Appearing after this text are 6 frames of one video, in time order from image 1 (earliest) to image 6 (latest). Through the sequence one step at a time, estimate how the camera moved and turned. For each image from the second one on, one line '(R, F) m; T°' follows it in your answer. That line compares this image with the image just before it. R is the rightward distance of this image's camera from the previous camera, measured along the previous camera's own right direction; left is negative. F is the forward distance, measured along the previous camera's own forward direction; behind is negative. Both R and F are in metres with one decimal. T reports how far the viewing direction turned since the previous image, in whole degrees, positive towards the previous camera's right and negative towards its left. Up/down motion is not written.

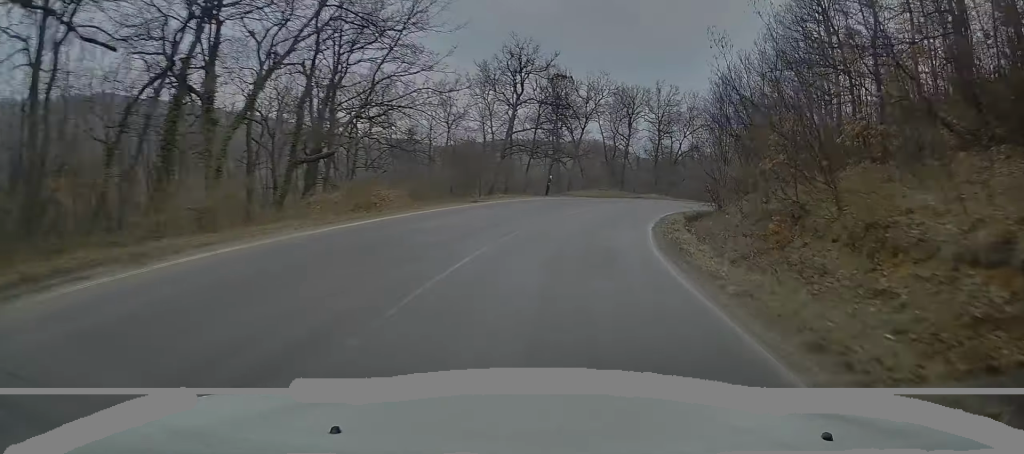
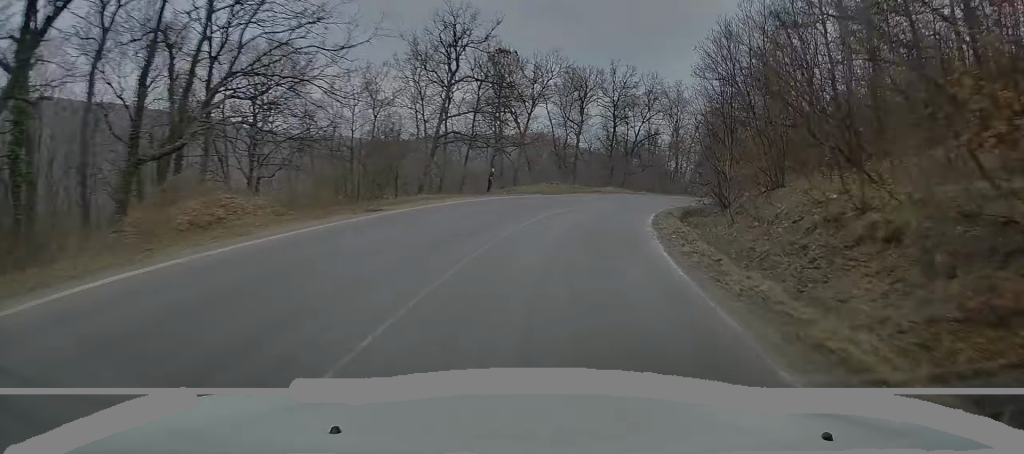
(+0.6, +9.2) m; +5°
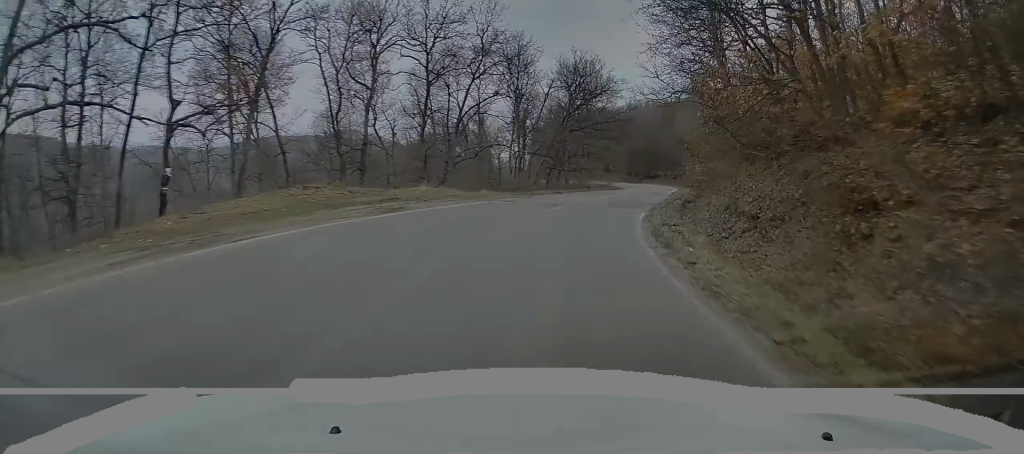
(+4.4, +28.9) m; +17°
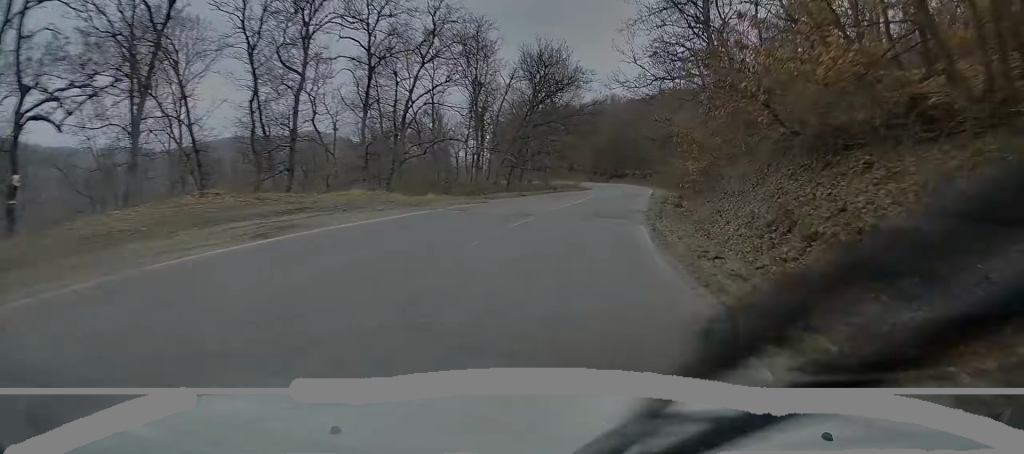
(0.0, +6.8) m; +3°
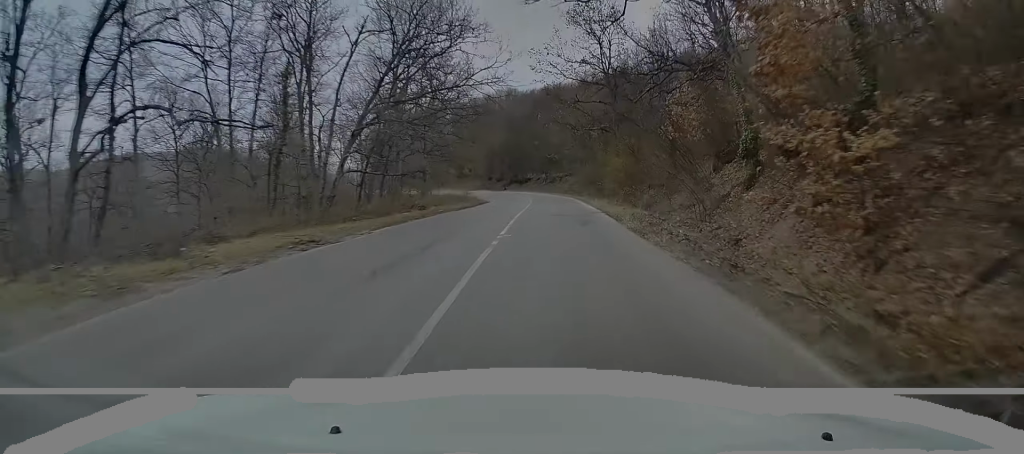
(+2.2, +23.4) m; +8°
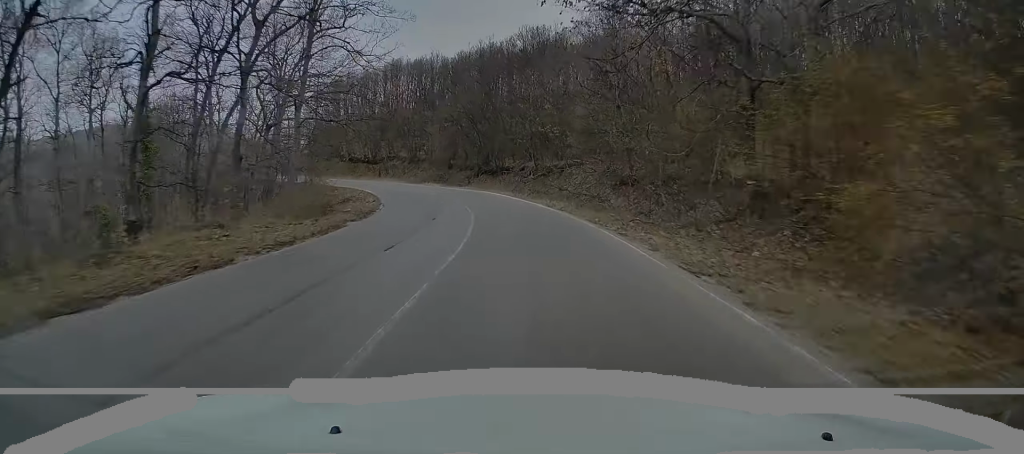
(+1.1, +39.7) m; 0°
